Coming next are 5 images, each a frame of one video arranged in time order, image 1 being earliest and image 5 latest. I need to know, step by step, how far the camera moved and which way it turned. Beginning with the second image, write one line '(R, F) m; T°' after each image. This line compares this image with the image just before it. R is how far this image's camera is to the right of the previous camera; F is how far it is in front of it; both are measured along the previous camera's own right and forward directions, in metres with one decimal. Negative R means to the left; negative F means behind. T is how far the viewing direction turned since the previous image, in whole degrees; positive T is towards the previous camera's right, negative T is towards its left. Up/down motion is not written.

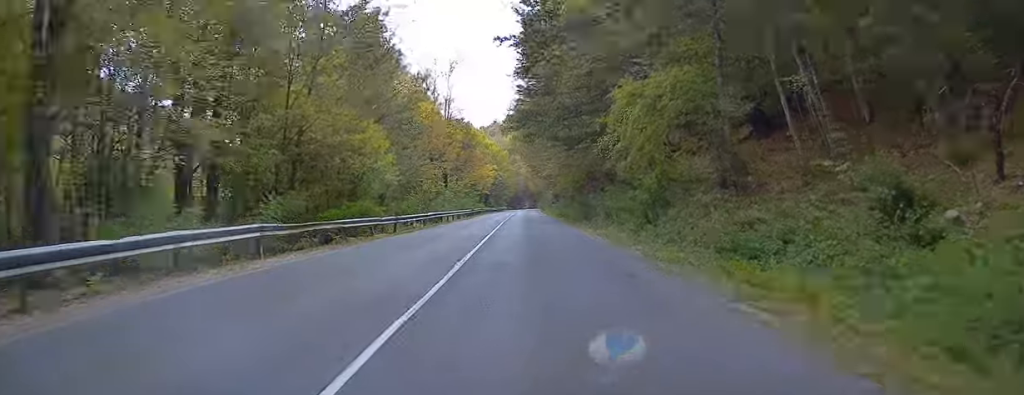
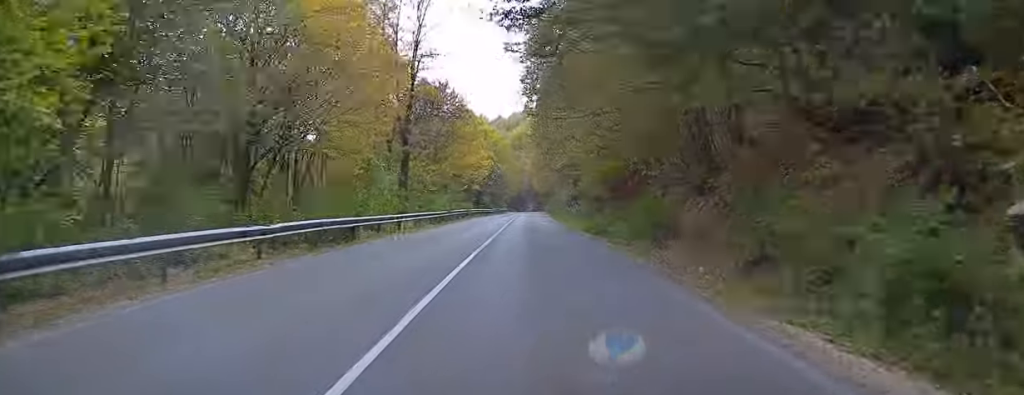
(+0.4, +24.0) m; +2°
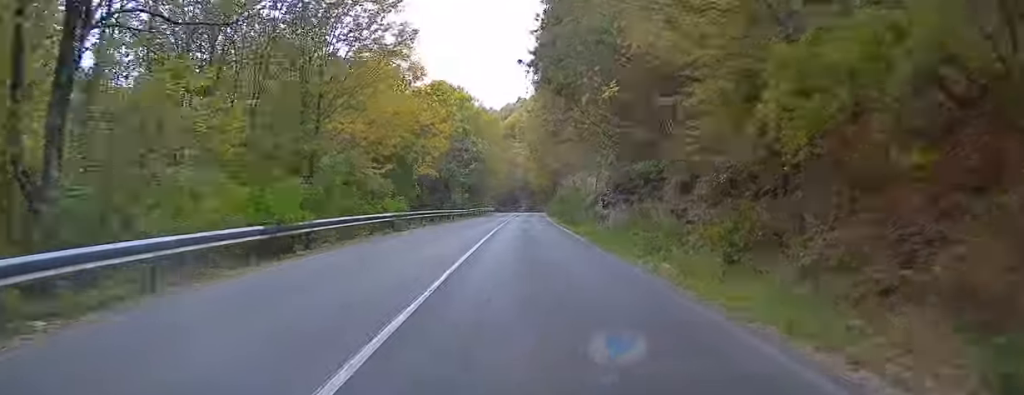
(+0.4, +32.1) m; 0°
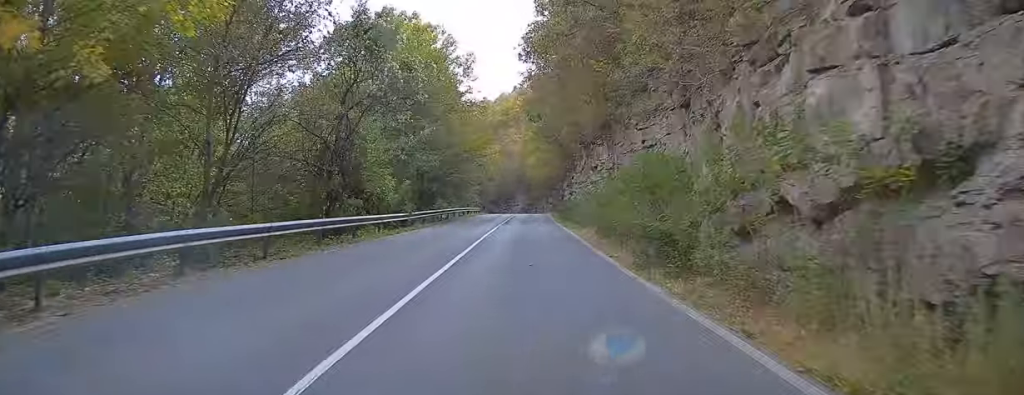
(-0.3, +30.3) m; +1°
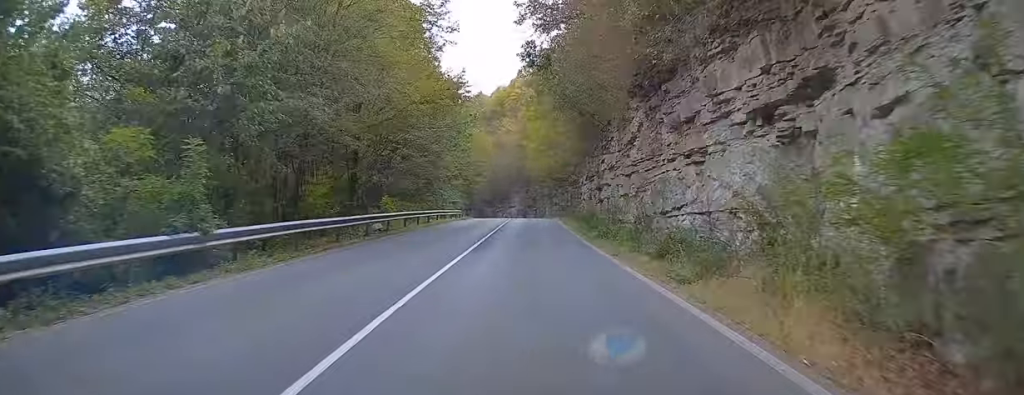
(+0.5, +21.4) m; +1°
